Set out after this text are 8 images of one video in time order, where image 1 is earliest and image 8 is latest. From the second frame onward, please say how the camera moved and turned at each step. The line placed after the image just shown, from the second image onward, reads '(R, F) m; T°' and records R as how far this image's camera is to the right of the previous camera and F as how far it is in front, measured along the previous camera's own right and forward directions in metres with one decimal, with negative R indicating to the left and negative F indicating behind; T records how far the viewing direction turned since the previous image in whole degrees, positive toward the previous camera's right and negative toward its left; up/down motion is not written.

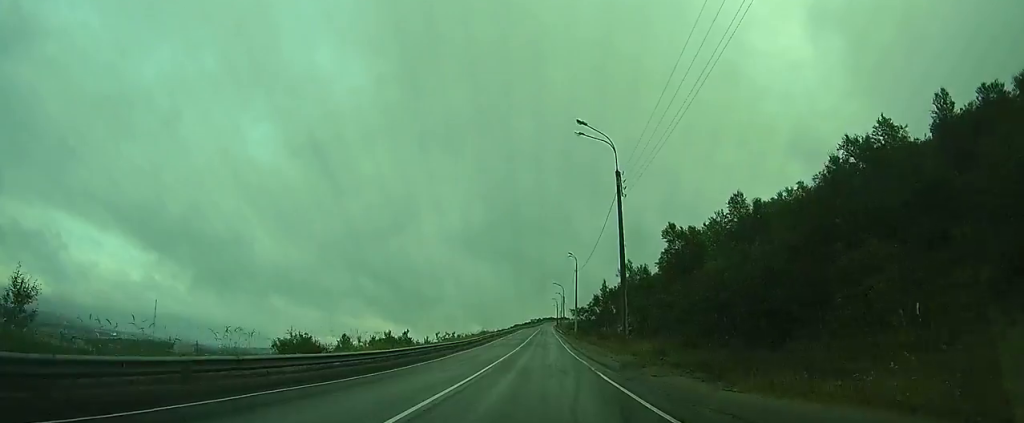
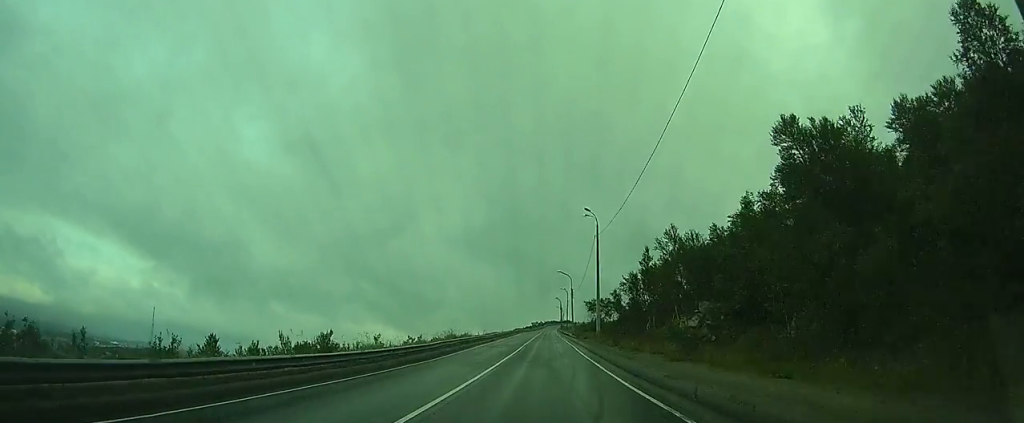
(0.0, +26.8) m; 0°
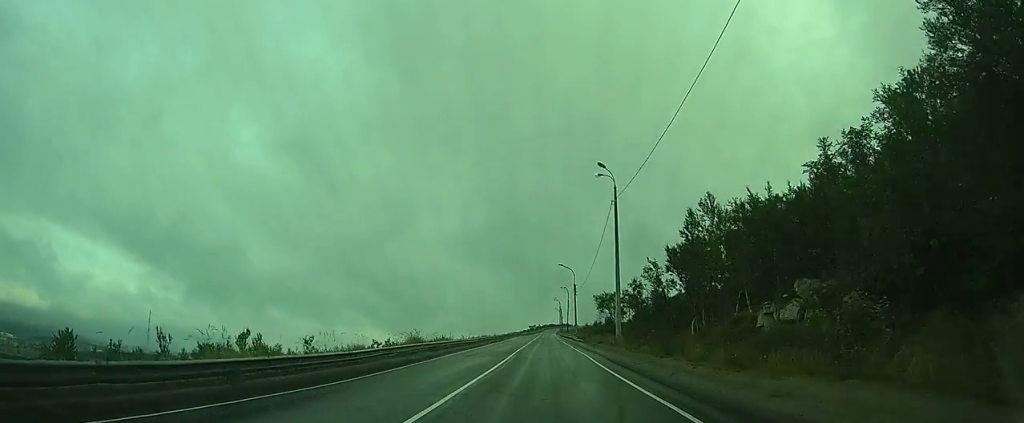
(0.0, +13.2) m; 0°
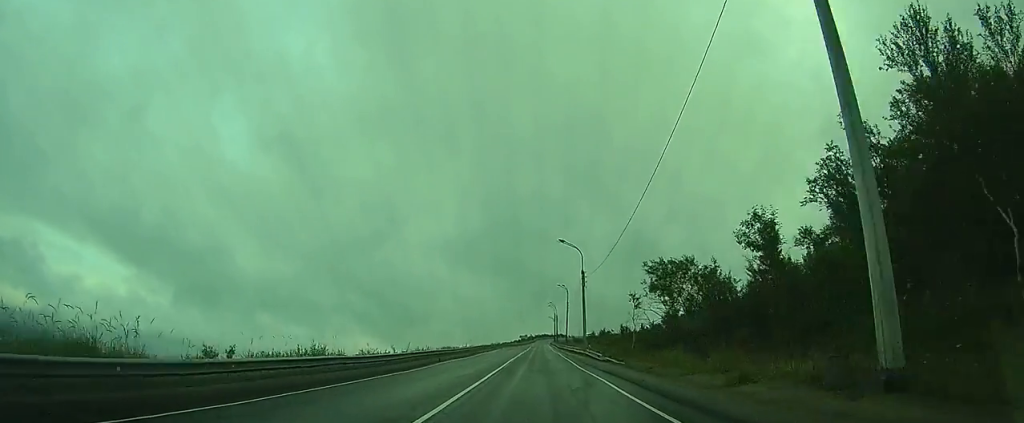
(0.0, +27.2) m; 0°
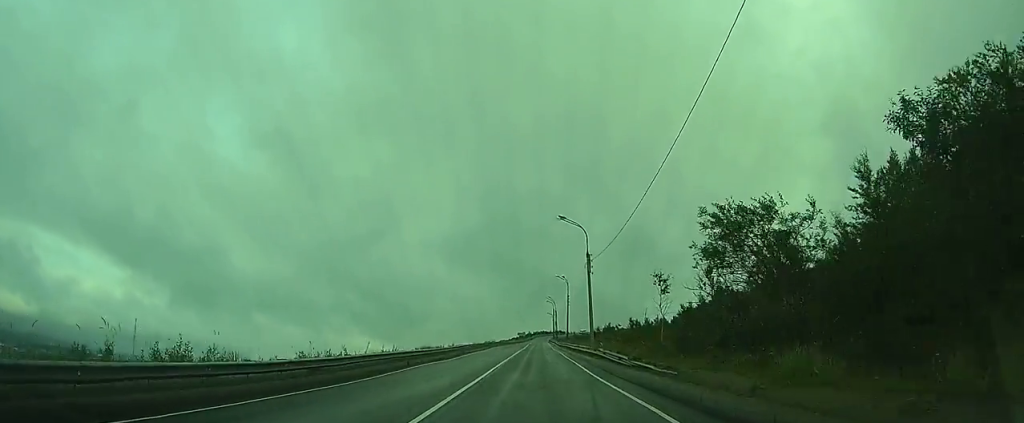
(0.0, +8.9) m; 0°
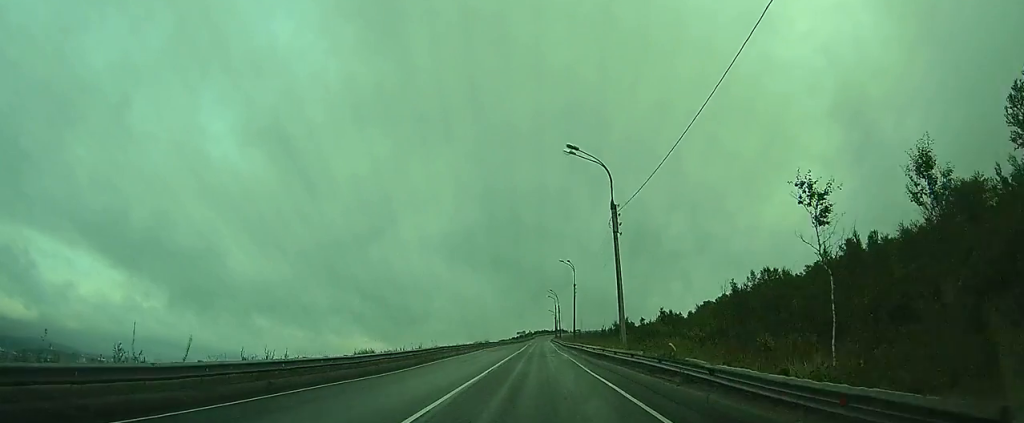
(0.0, +16.3) m; 0°
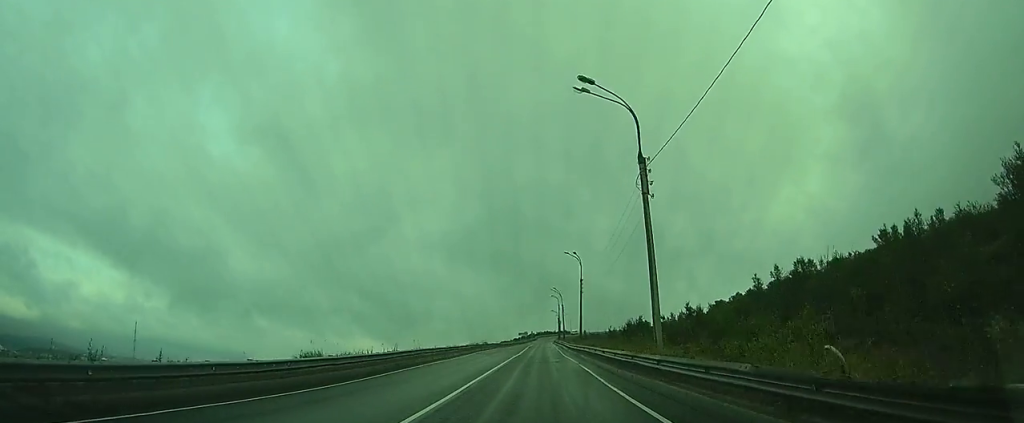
(0.0, +7.9) m; 0°
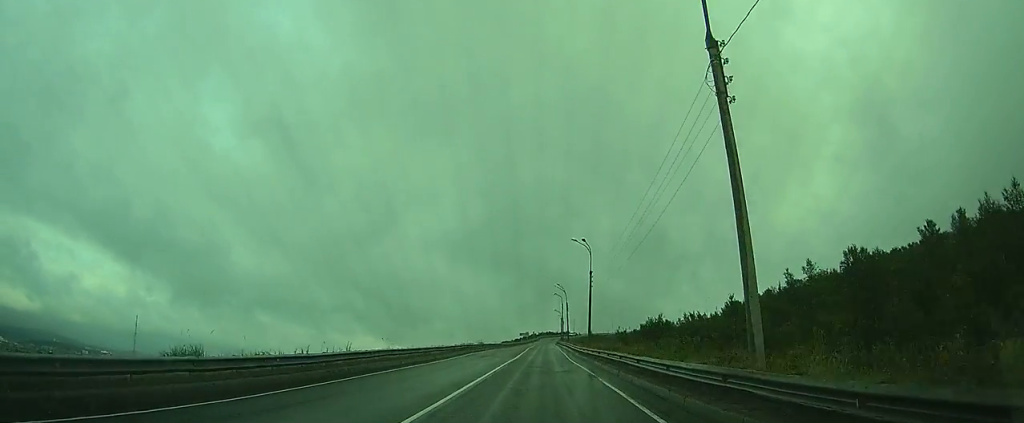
(0.0, +9.0) m; 0°
